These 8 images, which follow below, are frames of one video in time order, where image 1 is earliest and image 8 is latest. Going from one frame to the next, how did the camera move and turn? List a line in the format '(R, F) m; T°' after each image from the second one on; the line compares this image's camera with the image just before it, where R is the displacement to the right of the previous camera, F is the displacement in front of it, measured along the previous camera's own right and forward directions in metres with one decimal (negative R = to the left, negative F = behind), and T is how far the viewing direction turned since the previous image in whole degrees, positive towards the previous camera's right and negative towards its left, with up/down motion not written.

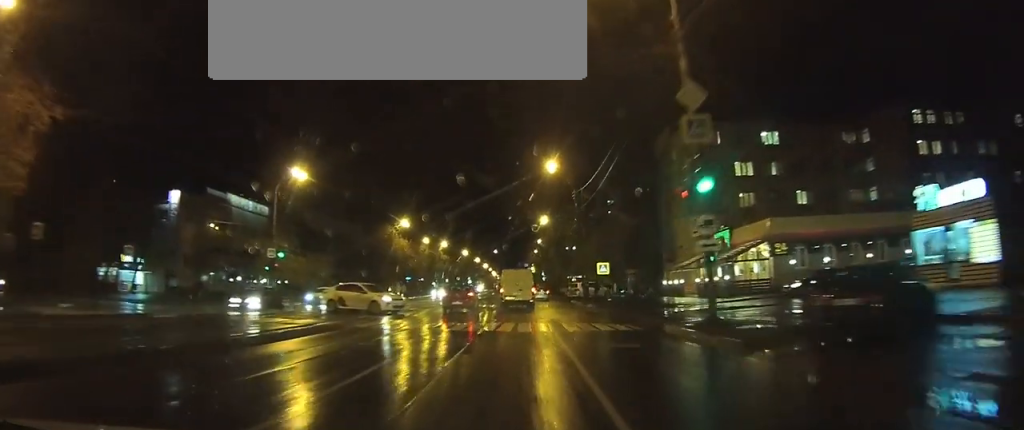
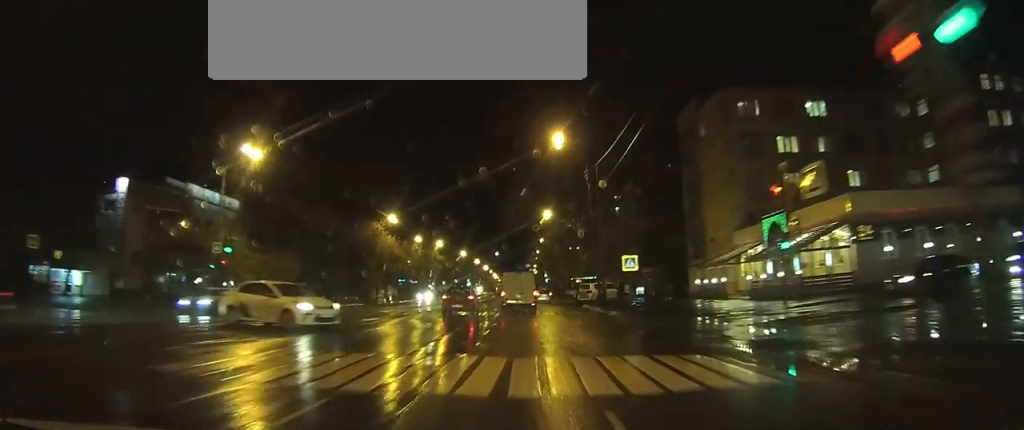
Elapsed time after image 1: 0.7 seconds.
(0.0, +10.4) m; 0°
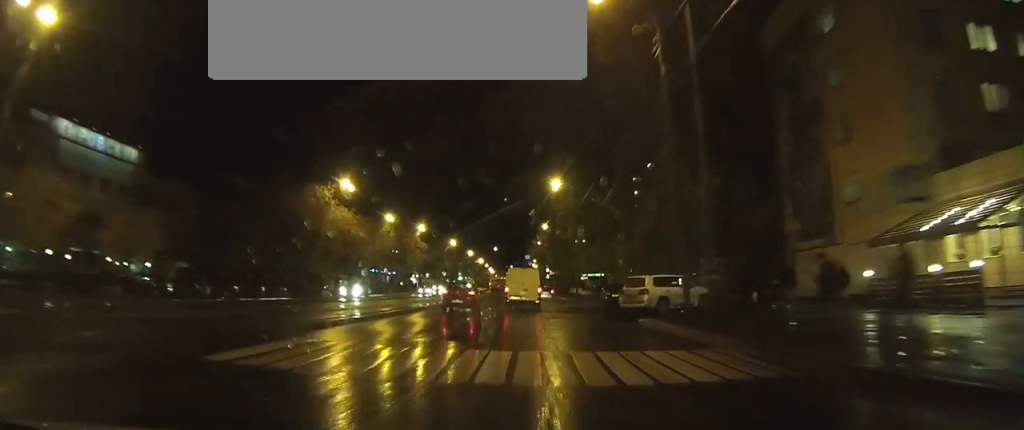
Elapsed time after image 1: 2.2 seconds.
(+0.1, +23.9) m; 0°
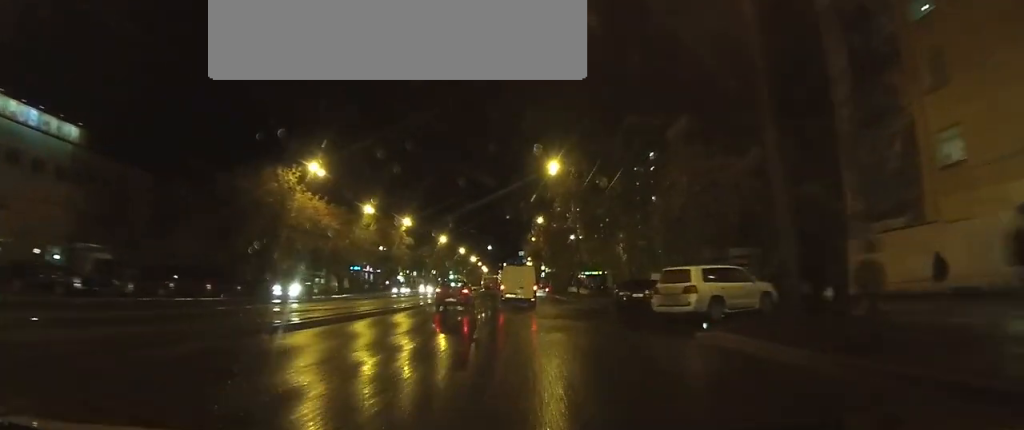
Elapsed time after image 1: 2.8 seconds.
(0.0, +8.5) m; +1°
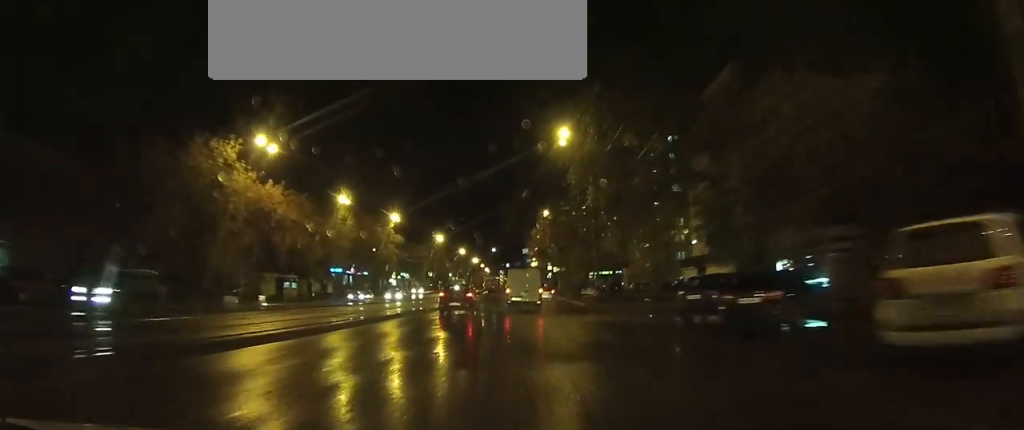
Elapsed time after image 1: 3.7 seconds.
(+0.1, +13.0) m; +1°
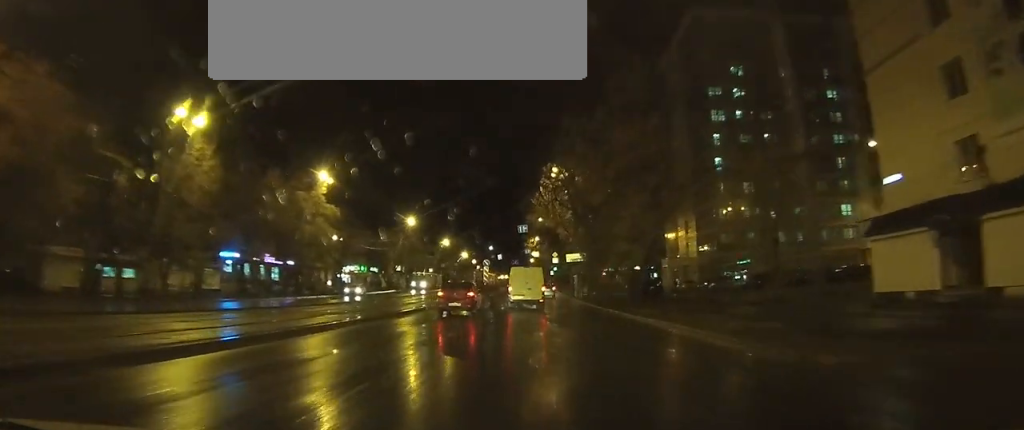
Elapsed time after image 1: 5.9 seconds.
(+0.4, +33.6) m; 0°
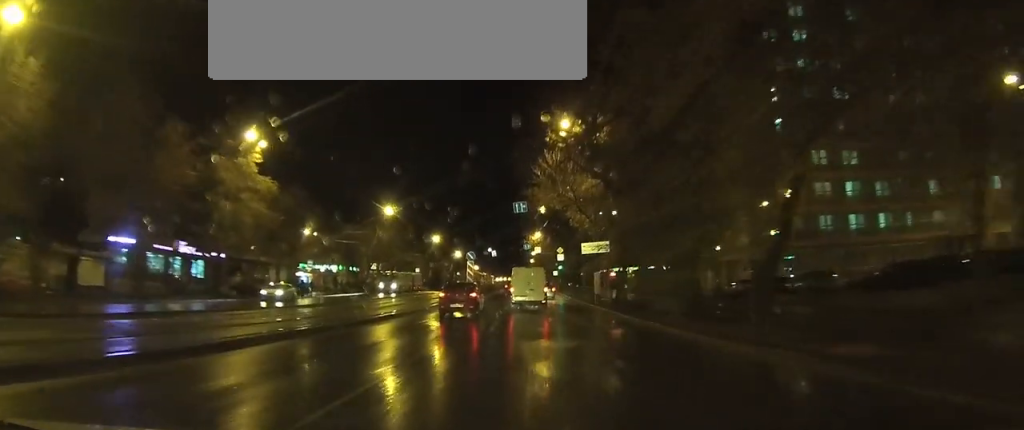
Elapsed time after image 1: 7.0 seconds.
(-0.2, +17.2) m; -1°
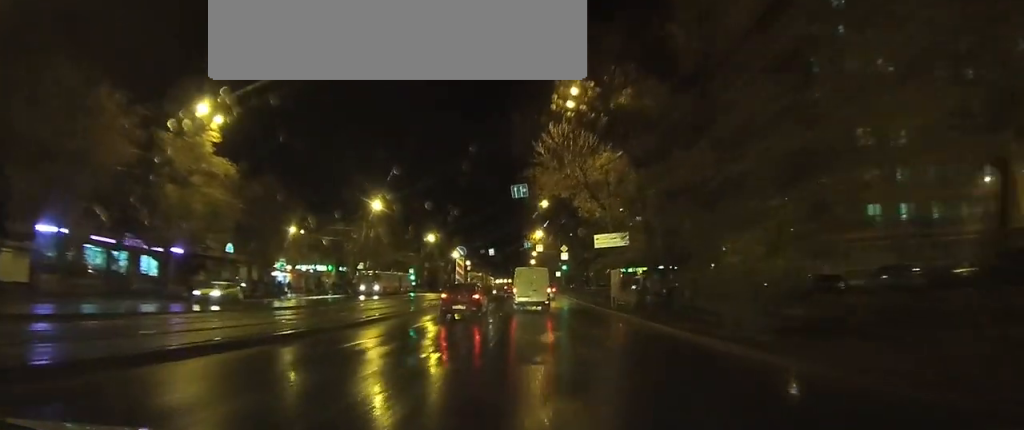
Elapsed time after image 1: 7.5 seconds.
(0.0, +7.6) m; 0°
